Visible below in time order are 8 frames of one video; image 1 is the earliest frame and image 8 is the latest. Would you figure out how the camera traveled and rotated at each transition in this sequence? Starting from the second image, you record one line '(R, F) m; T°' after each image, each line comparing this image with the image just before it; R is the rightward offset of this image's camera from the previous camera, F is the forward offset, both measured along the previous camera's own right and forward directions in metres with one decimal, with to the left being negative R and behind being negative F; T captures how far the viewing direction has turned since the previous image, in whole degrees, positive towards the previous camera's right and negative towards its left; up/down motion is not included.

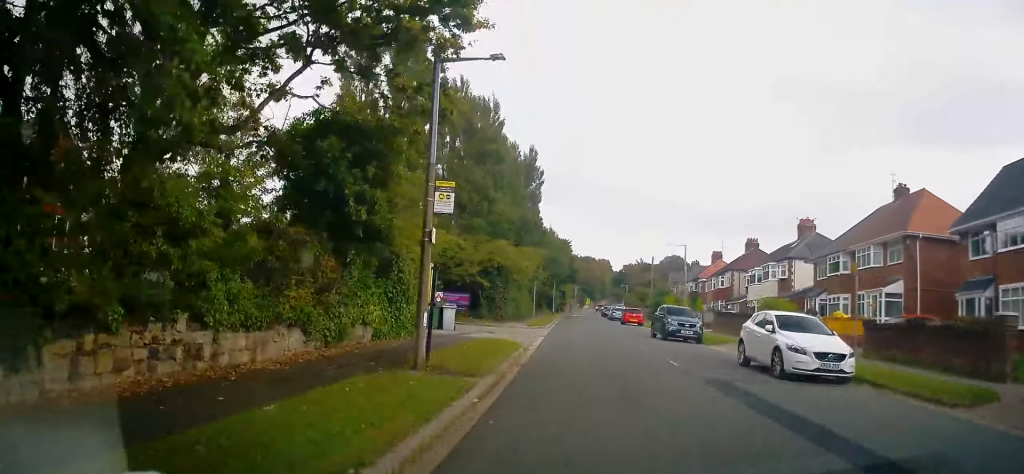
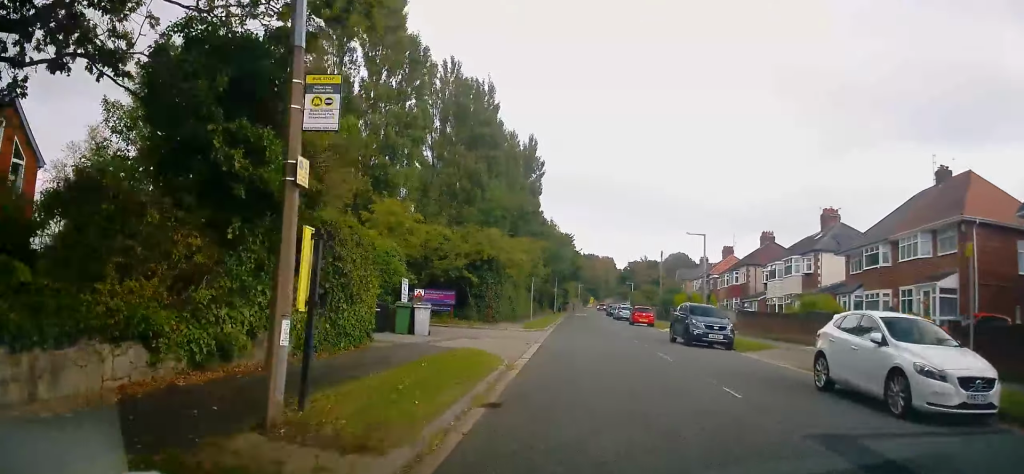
(0.0, +5.0) m; -1°
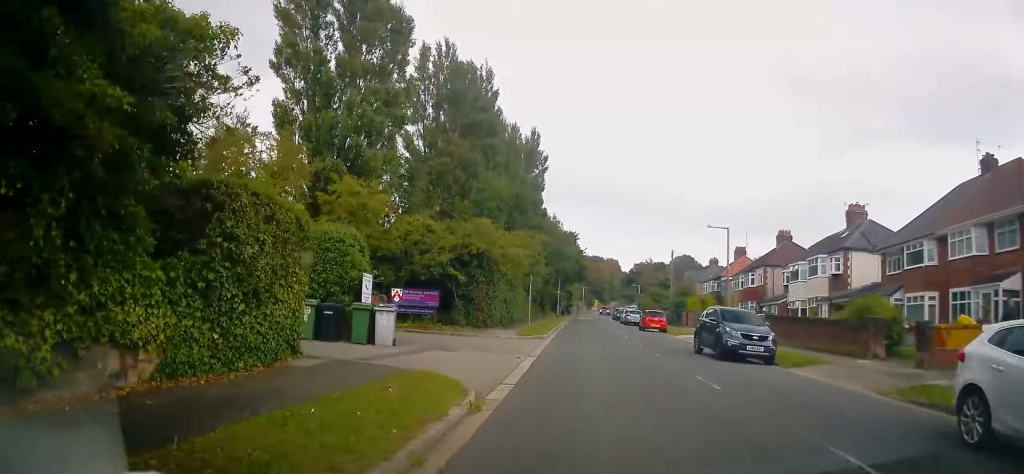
(0.0, +4.4) m; 0°
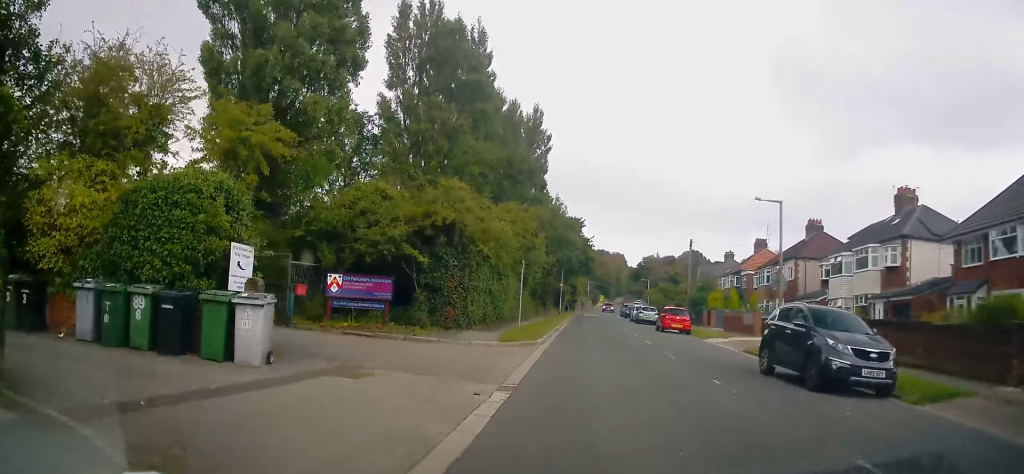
(0.0, +7.2) m; 0°
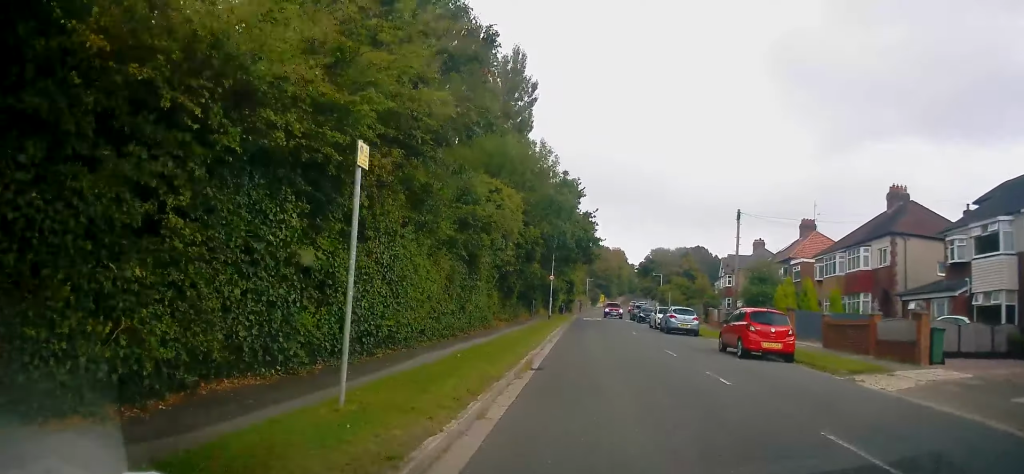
(0.0, +16.7) m; 0°
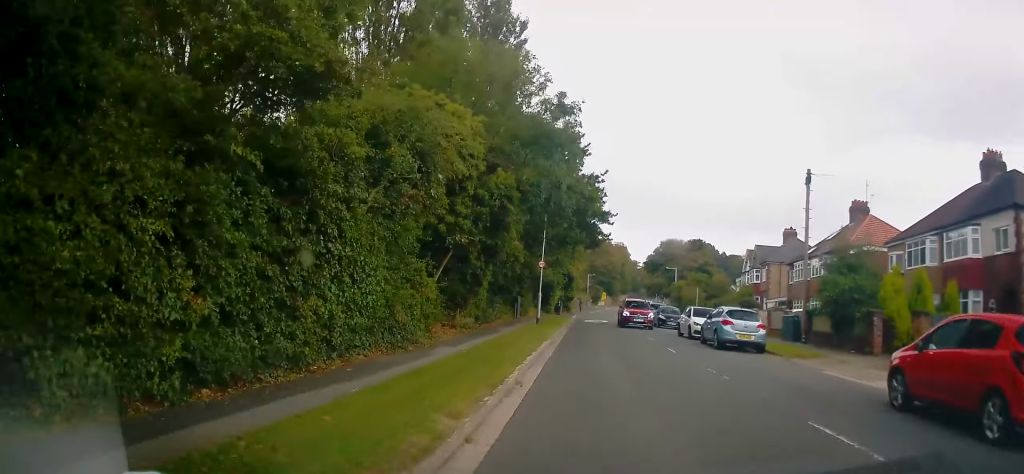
(+0.1, +11.4) m; +3°
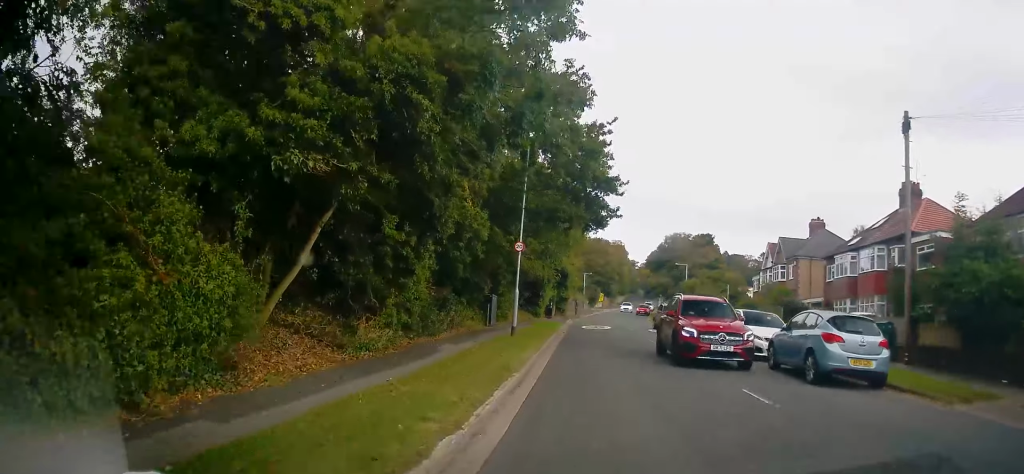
(+0.3, +8.9) m; 0°
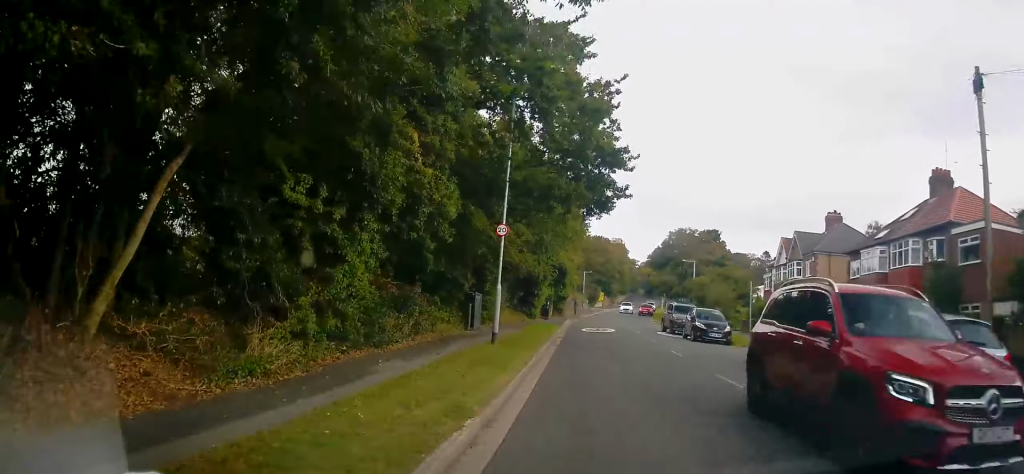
(0.0, +4.2) m; -1°
